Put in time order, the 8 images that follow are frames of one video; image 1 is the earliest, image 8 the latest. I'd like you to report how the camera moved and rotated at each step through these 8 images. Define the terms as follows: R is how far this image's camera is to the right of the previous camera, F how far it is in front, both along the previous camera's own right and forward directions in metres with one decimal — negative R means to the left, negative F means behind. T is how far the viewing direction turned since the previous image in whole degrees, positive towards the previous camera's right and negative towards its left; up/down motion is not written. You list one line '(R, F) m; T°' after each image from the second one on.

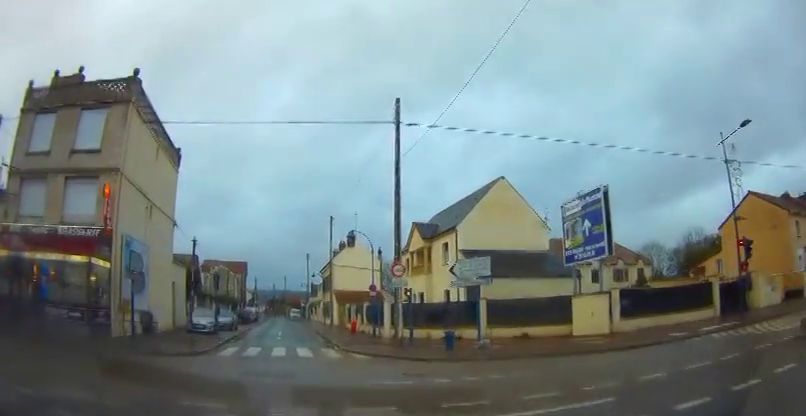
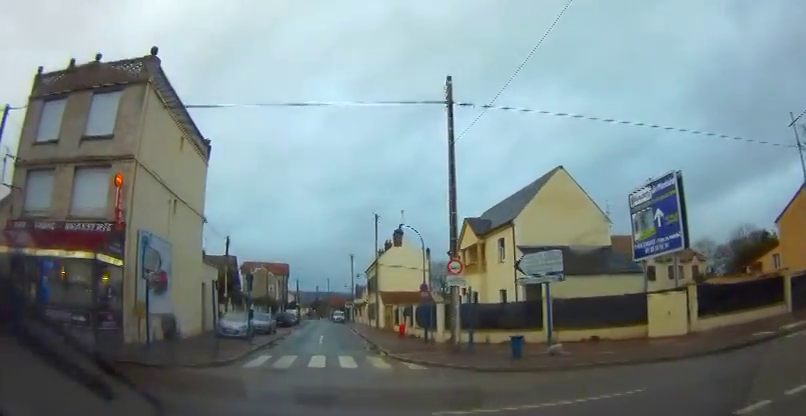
(+0.2, +2.6) m; -4°
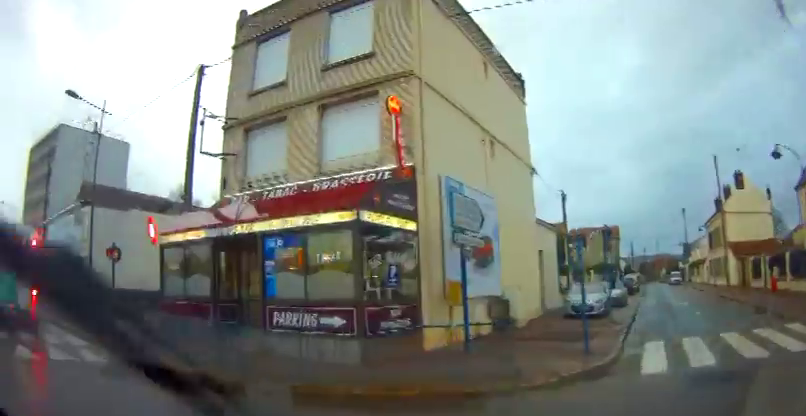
(-1.6, +6.0) m; -36°
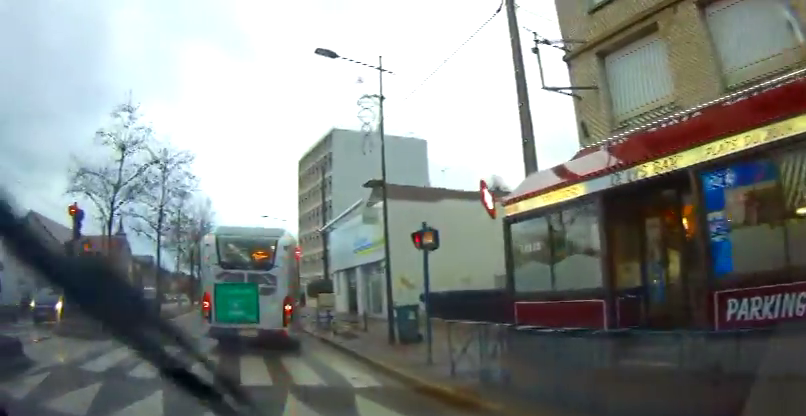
(-1.6, +4.8) m; -34°
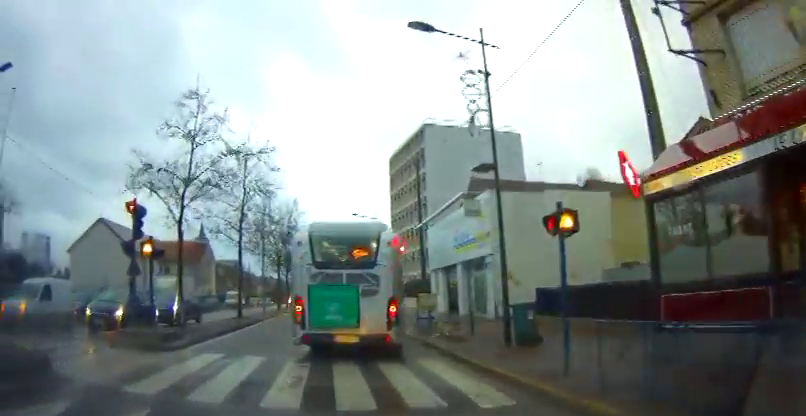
(-0.2, +1.7) m; -9°
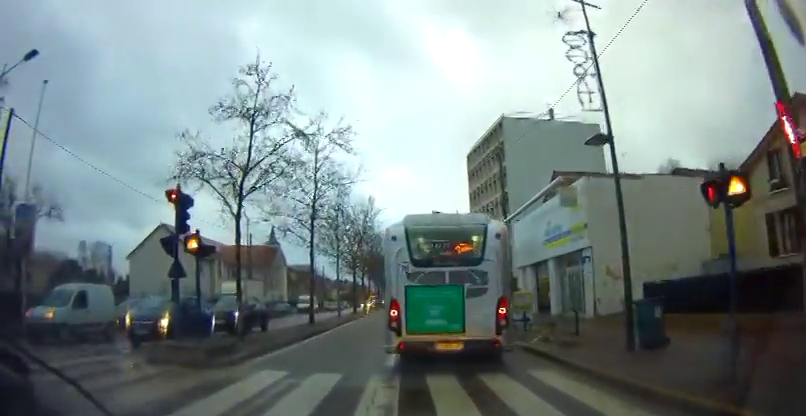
(-0.1, +2.2) m; -9°
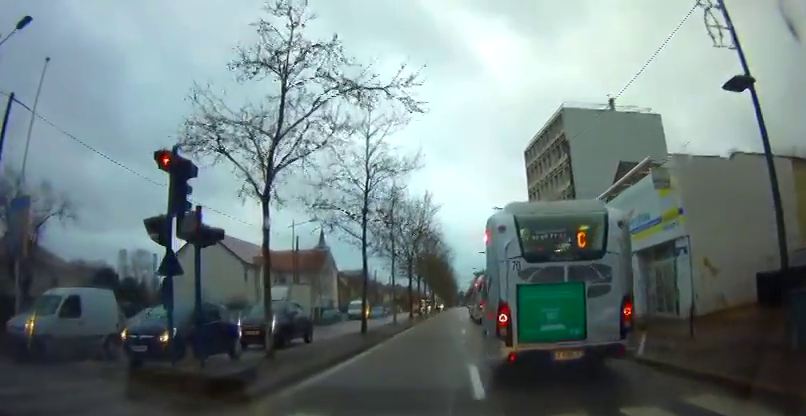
(-0.4, +3.1) m; -8°
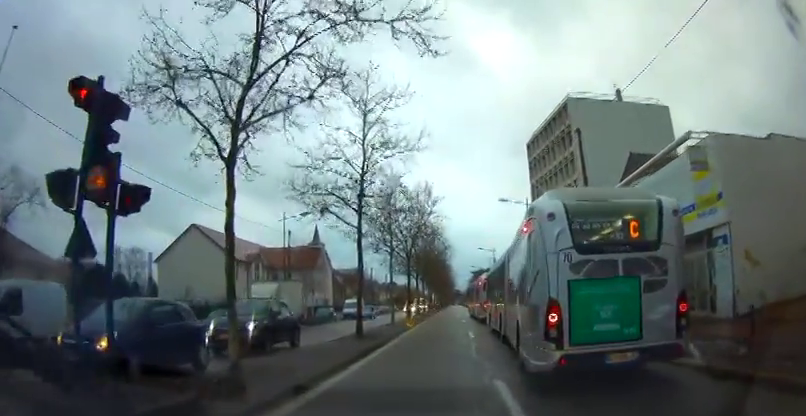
(-0.1, +2.4) m; -2°
